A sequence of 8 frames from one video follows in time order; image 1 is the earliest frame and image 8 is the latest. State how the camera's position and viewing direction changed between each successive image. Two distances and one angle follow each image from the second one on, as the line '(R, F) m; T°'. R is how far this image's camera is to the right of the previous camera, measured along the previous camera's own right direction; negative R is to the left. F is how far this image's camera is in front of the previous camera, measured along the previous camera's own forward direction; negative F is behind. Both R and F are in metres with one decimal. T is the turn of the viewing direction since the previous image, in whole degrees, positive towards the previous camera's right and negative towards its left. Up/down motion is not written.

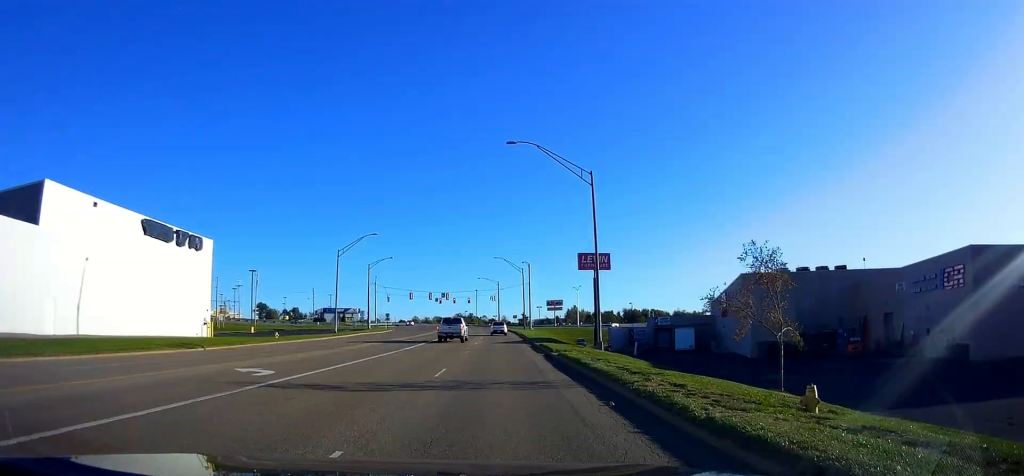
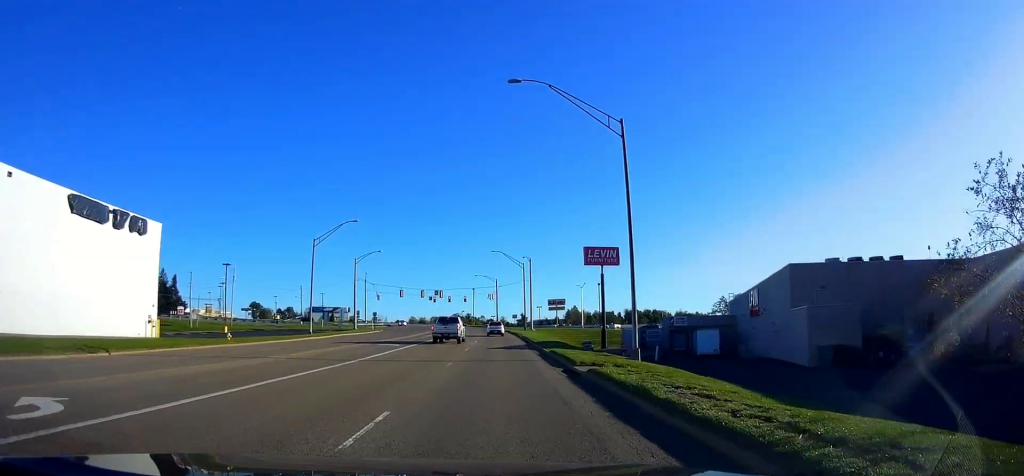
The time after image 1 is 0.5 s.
(-0.1, +8.6) m; 0°
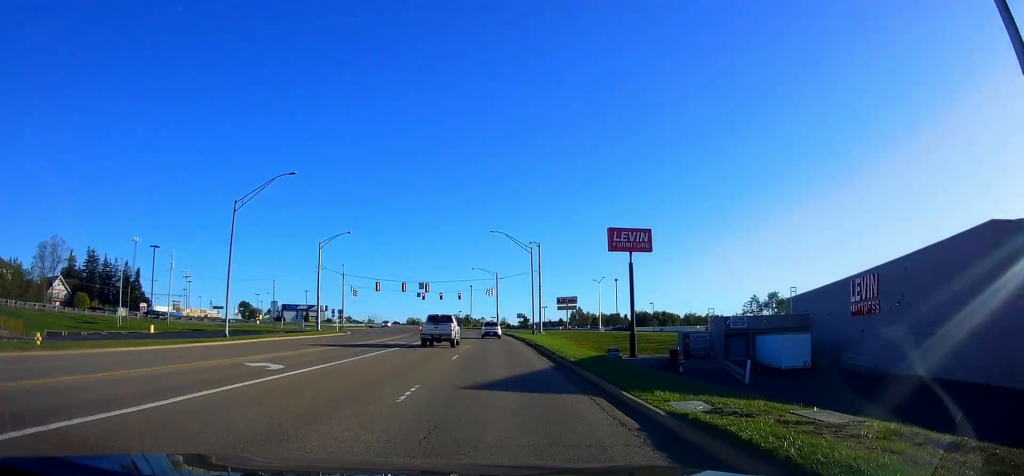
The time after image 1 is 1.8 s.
(+0.1, +20.9) m; +2°
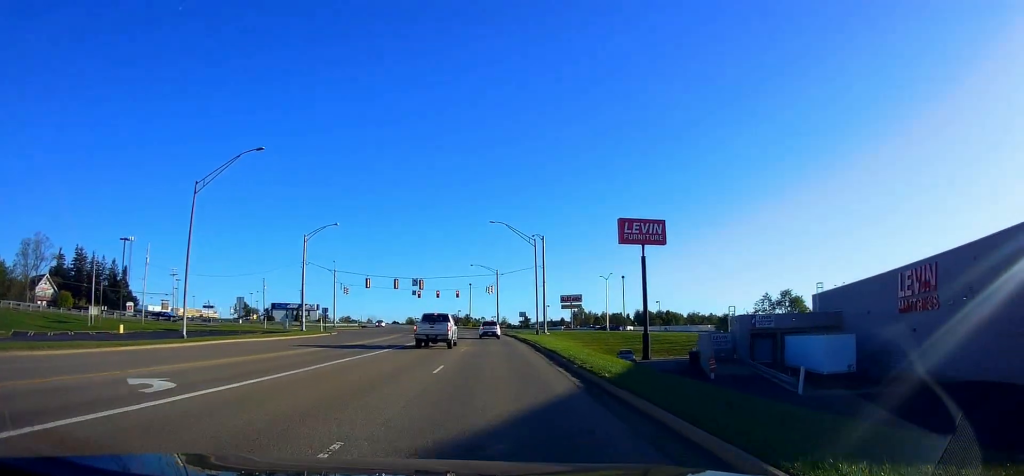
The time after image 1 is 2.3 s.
(+0.2, +6.6) m; +1°
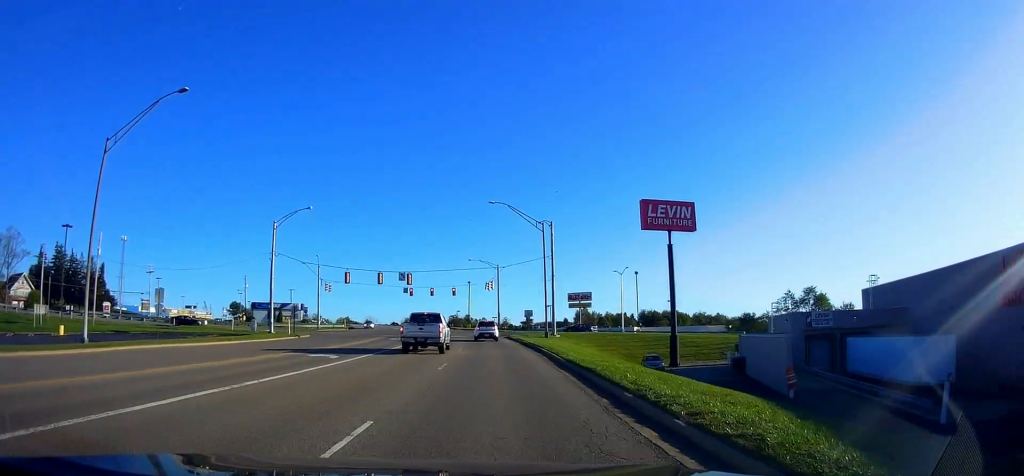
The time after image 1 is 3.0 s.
(+0.2, +10.9) m; 0°
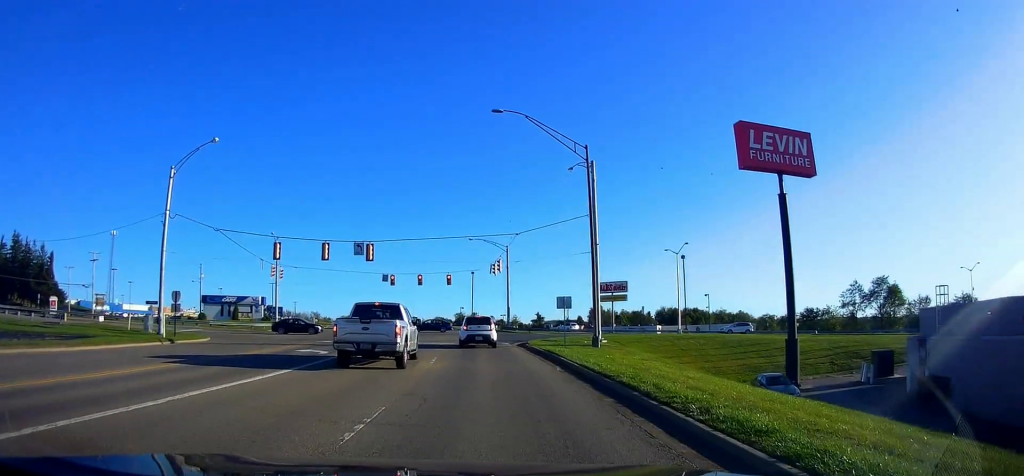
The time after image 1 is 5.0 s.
(-0.7, +24.7) m; -4°
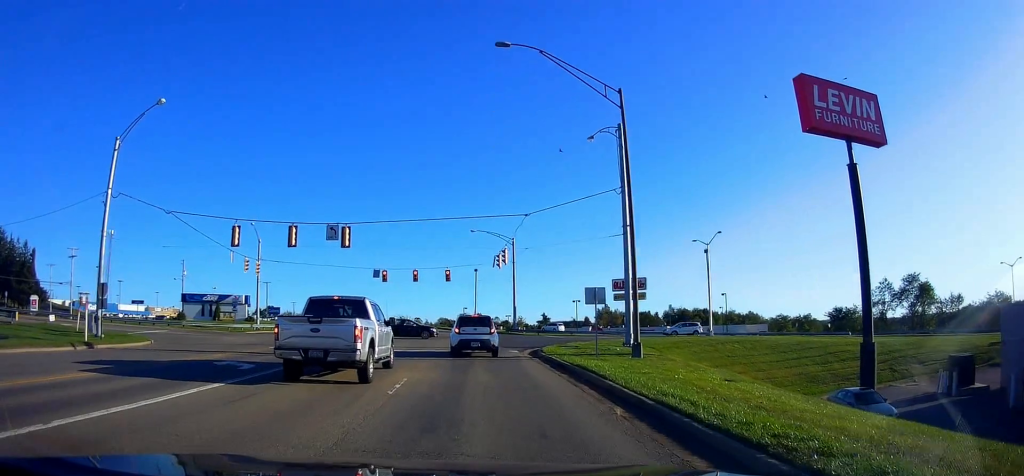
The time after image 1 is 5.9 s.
(-0.2, +8.8) m; 0°
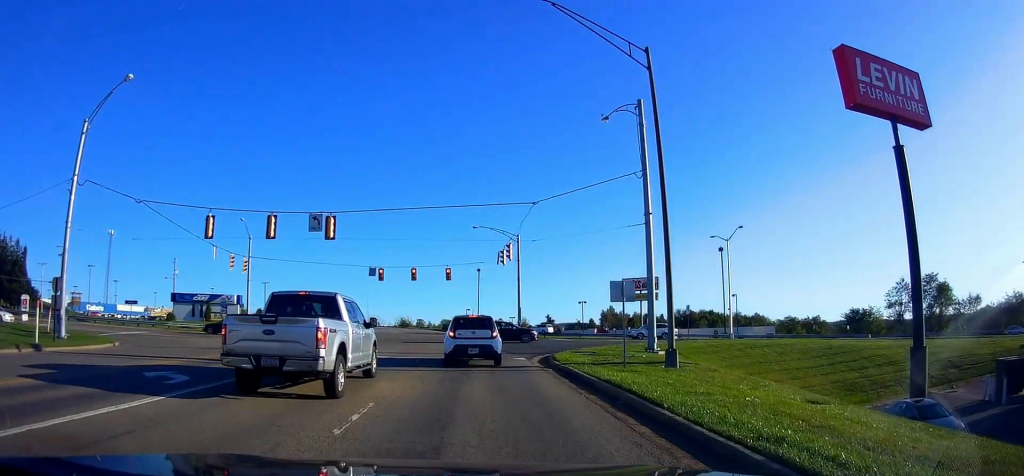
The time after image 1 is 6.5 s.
(+0.1, +4.3) m; +1°
